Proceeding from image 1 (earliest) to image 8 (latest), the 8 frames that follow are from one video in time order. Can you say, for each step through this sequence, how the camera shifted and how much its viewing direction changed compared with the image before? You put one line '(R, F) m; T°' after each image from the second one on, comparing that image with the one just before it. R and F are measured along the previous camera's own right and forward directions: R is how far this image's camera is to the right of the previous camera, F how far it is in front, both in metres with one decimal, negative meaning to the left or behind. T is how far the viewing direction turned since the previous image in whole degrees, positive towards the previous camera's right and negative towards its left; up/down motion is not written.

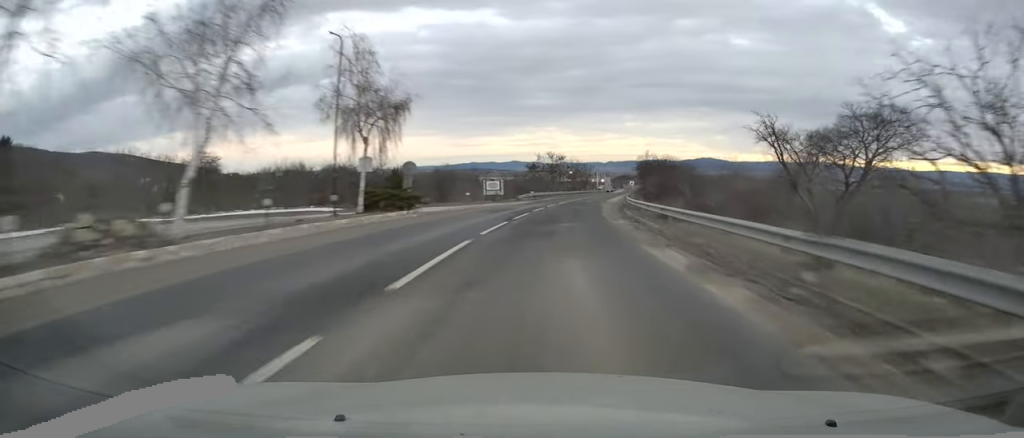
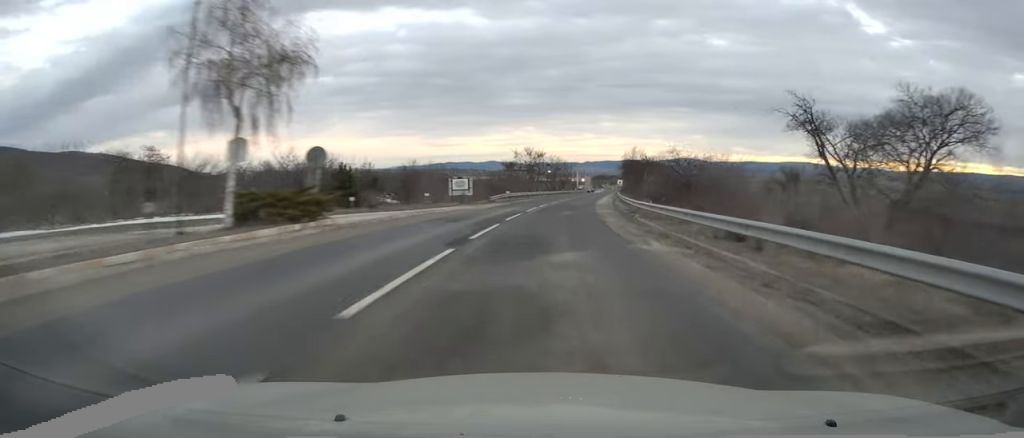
(+0.2, +10.3) m; +2°
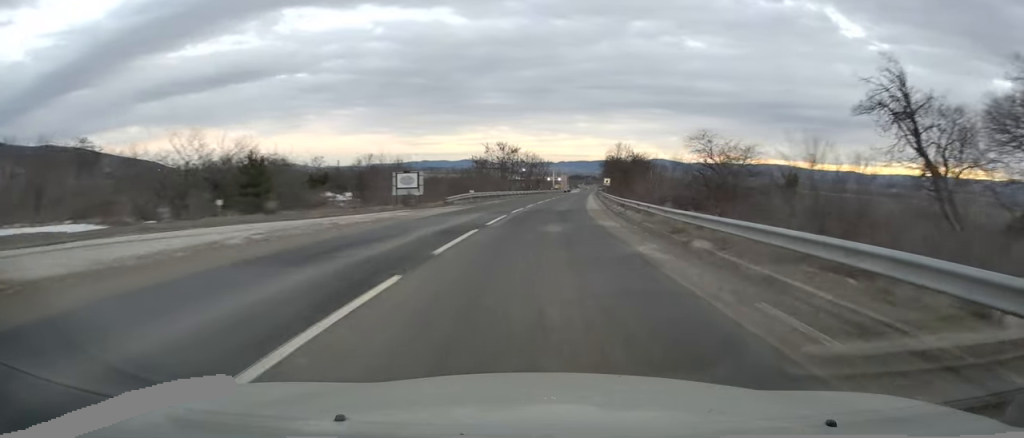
(+0.3, +12.4) m; +2°
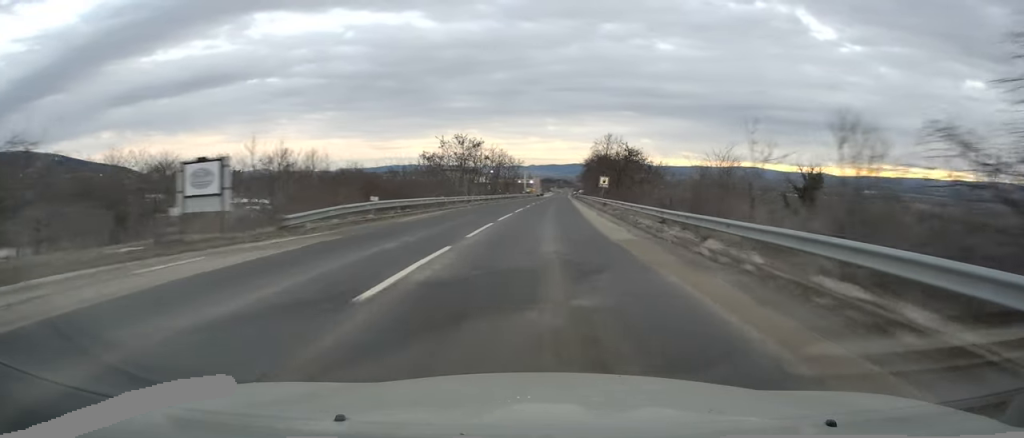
(+0.6, +22.0) m; +2°
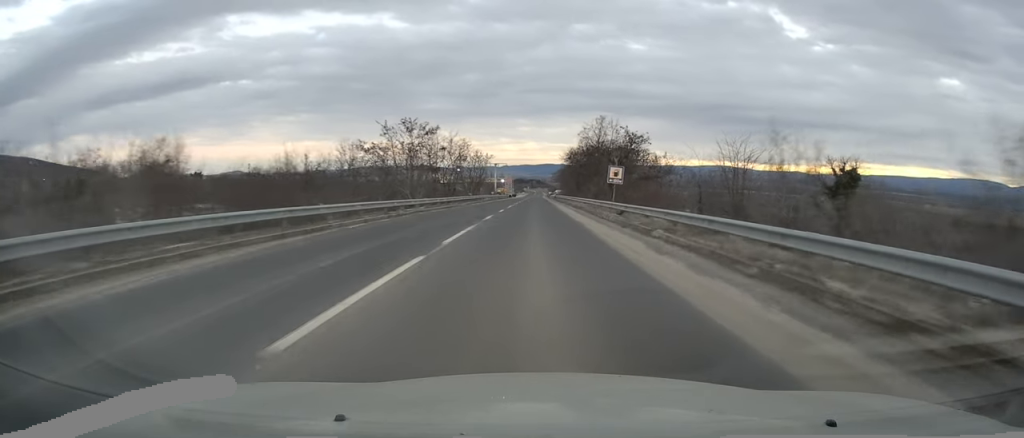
(+0.2, +19.7) m; +1°
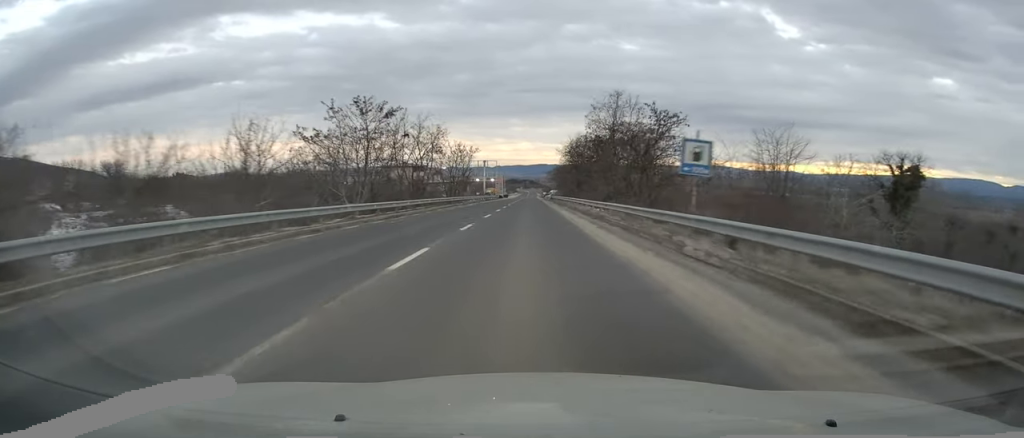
(+0.1, +16.1) m; +1°
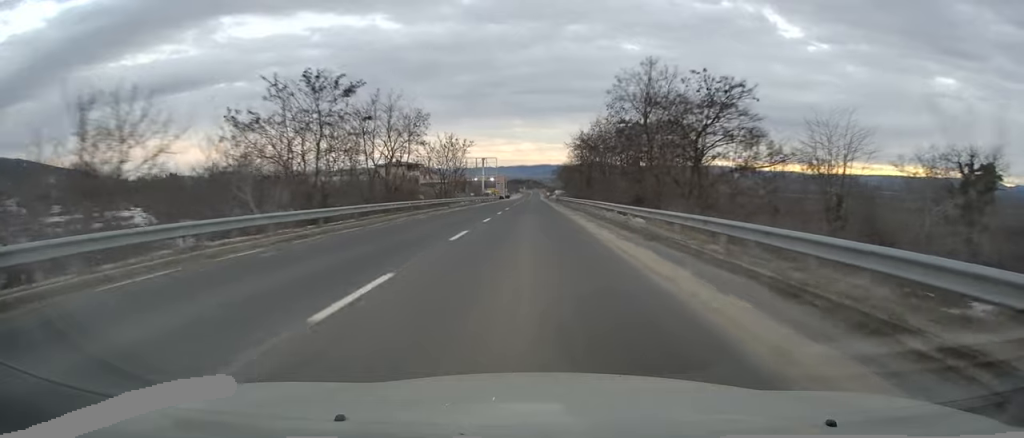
(+0.1, +12.3) m; 0°
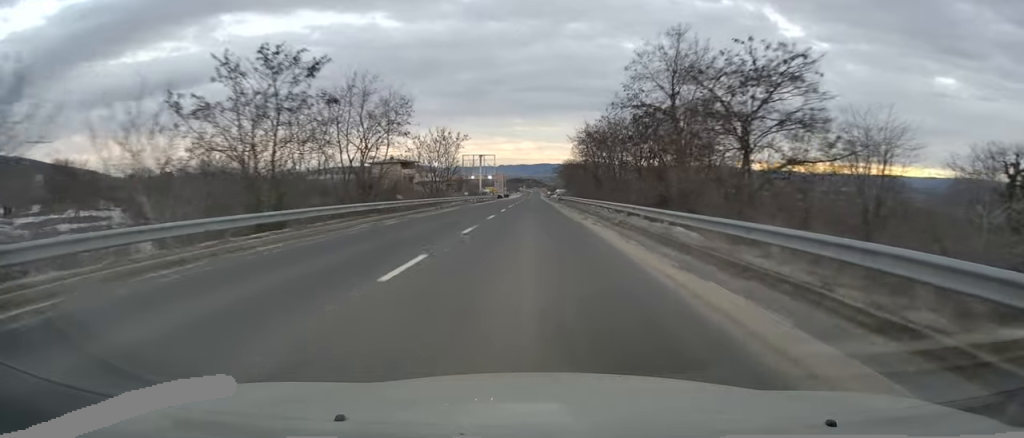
(+0.1, +6.8) m; 0°
